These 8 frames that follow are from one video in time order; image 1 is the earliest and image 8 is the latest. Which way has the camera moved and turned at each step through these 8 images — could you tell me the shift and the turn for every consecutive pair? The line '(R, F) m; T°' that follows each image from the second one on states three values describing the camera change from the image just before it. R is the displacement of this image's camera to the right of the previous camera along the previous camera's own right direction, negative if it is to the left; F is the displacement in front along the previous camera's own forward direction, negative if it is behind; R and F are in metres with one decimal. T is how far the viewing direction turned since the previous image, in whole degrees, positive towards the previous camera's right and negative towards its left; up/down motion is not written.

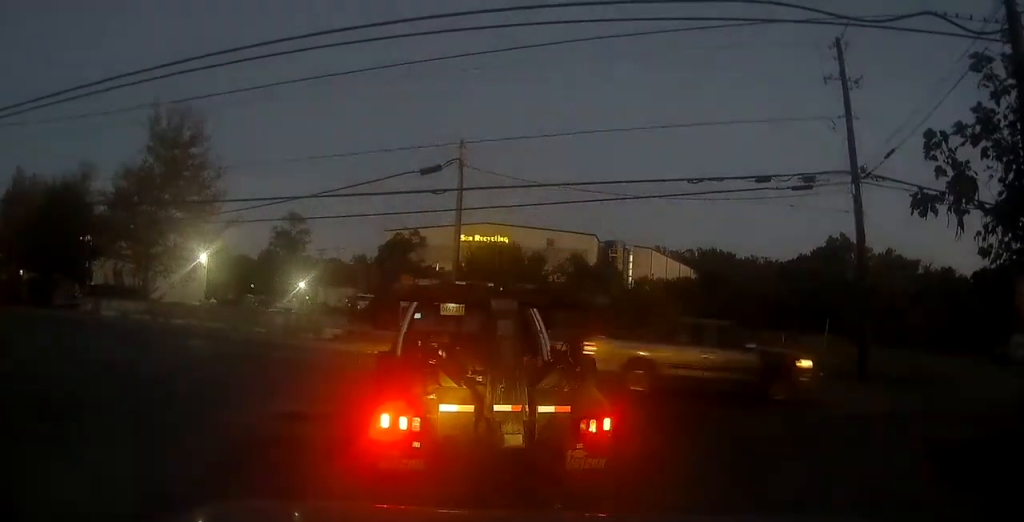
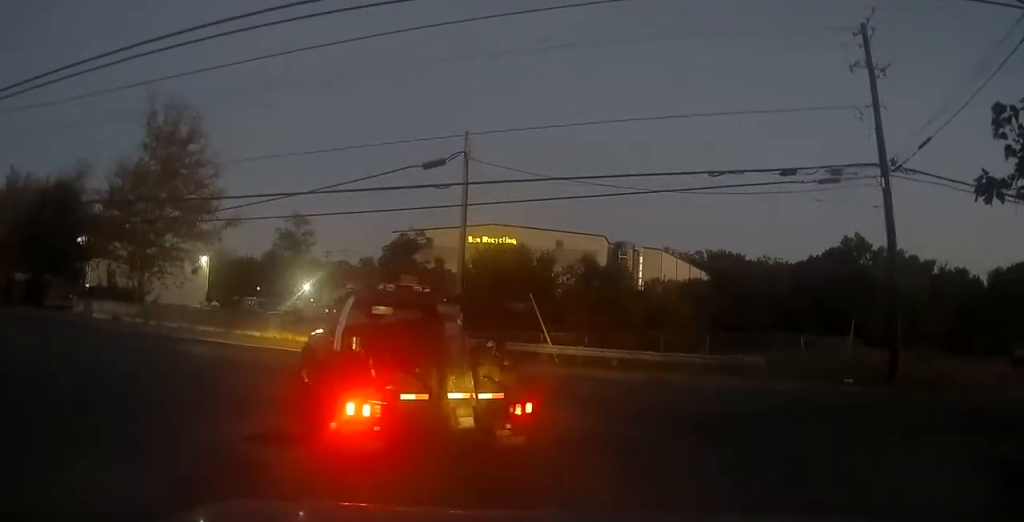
(+0.2, +0.4) m; -1°
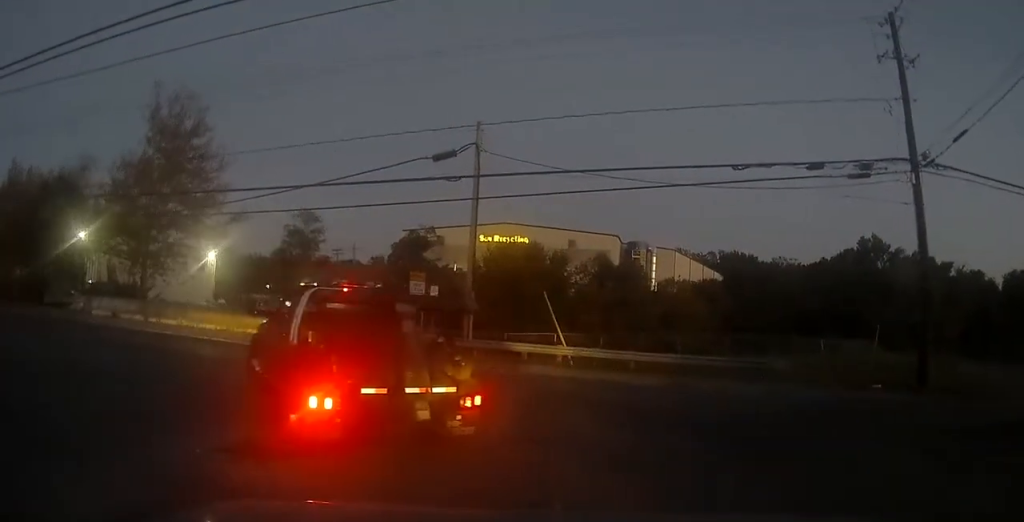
(-0.1, +0.6) m; -9°
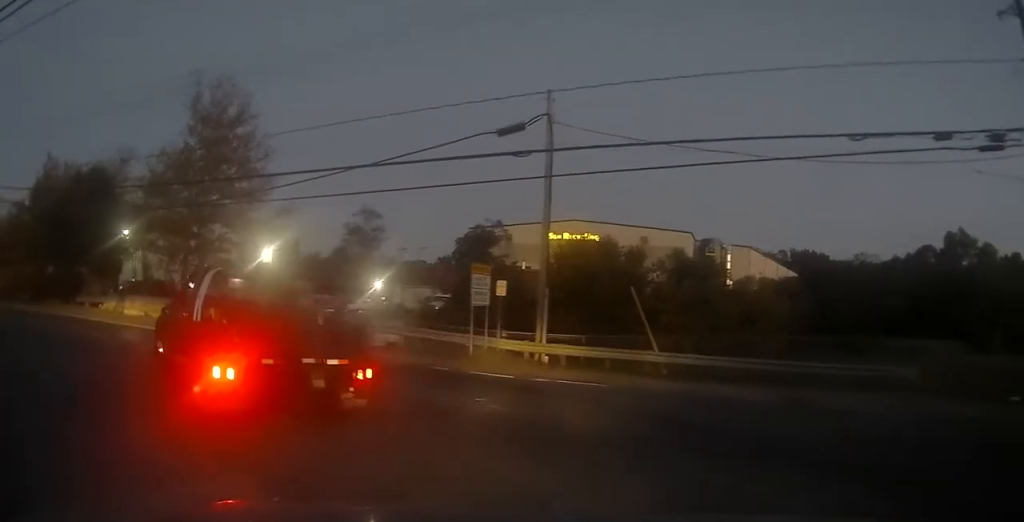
(-0.3, +2.3) m; -9°
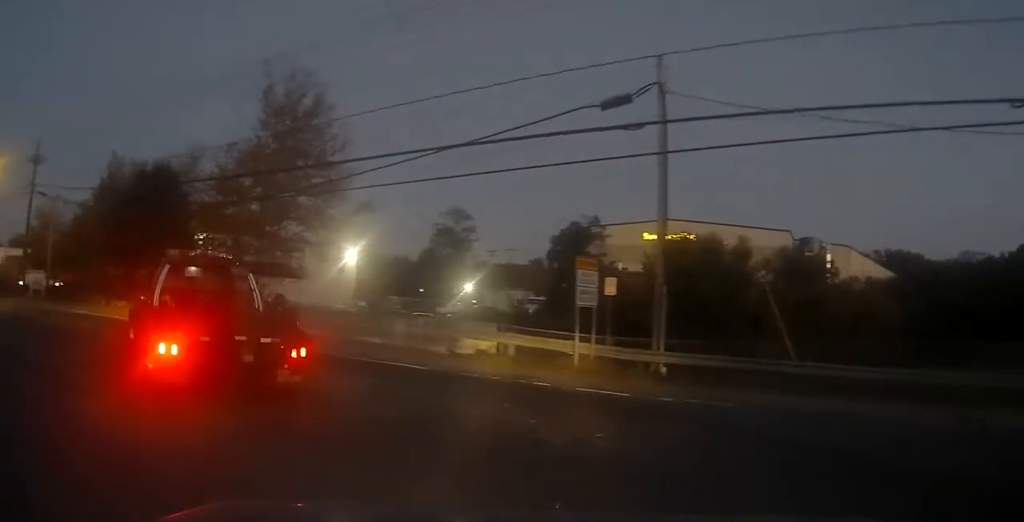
(-0.1, +2.7) m; -5°
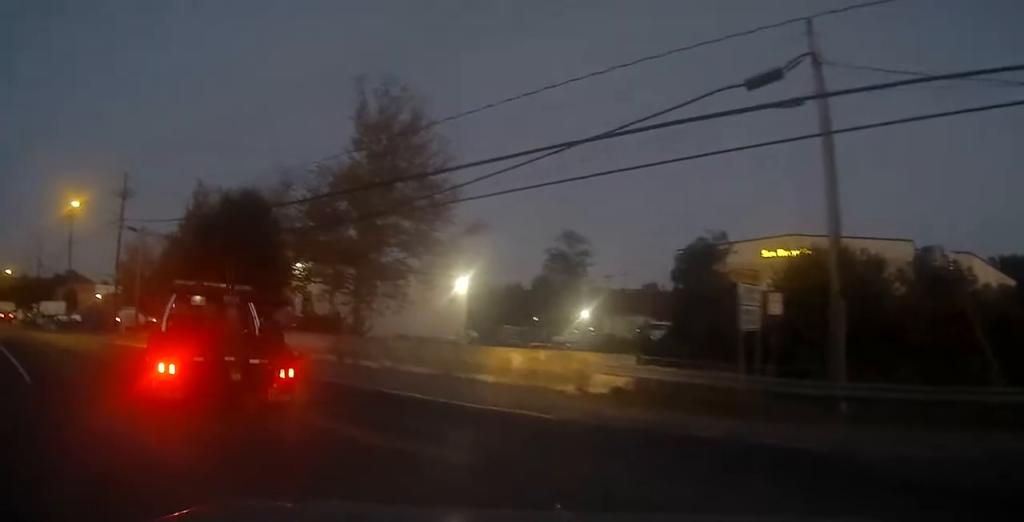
(-0.1, +2.8) m; -8°
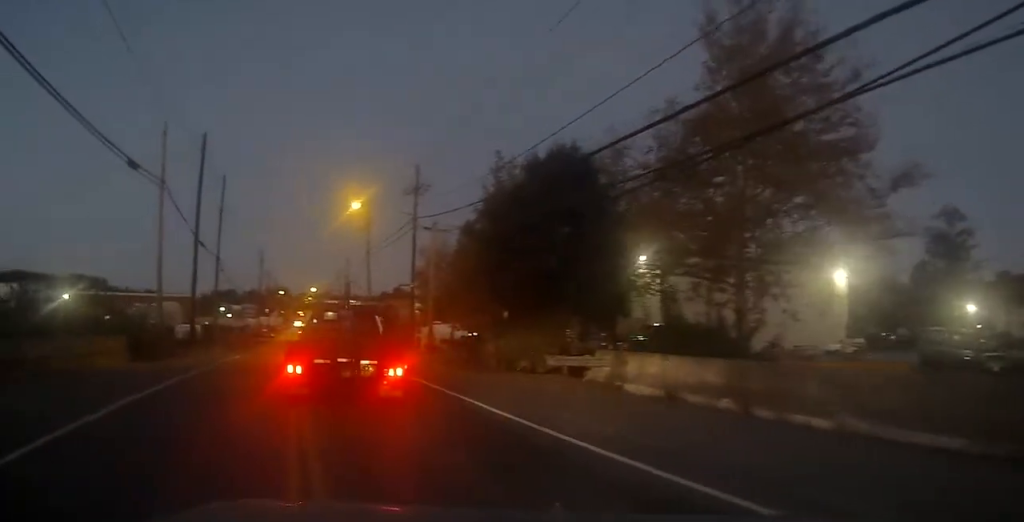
(-2.0, +9.1) m; -25°
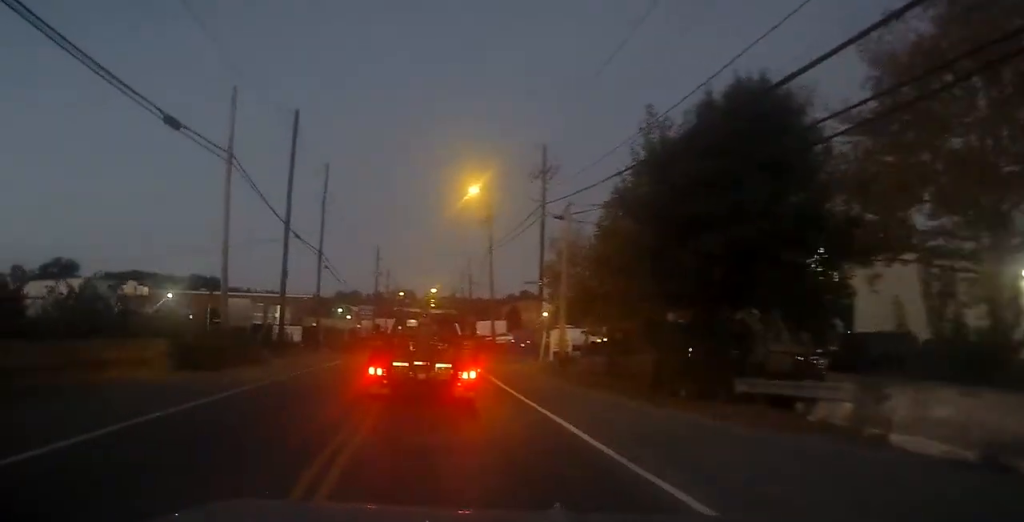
(-0.7, +5.9) m; -11°
